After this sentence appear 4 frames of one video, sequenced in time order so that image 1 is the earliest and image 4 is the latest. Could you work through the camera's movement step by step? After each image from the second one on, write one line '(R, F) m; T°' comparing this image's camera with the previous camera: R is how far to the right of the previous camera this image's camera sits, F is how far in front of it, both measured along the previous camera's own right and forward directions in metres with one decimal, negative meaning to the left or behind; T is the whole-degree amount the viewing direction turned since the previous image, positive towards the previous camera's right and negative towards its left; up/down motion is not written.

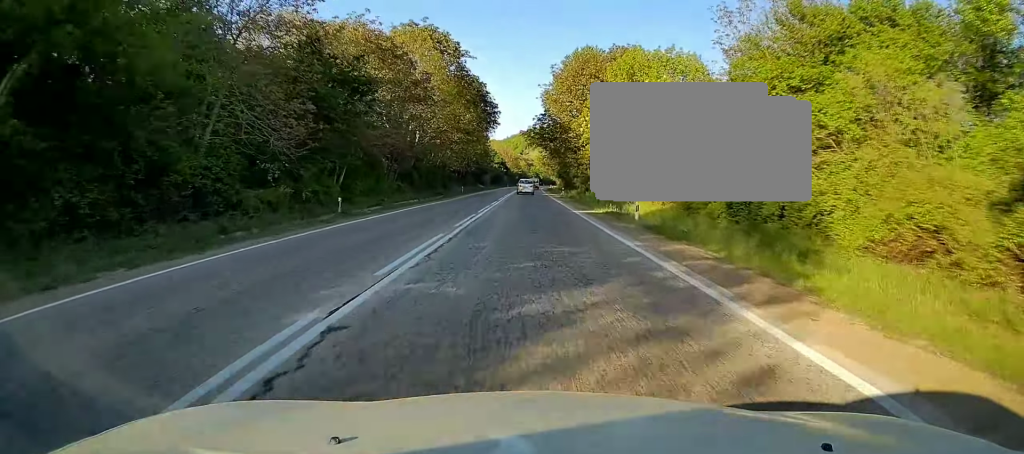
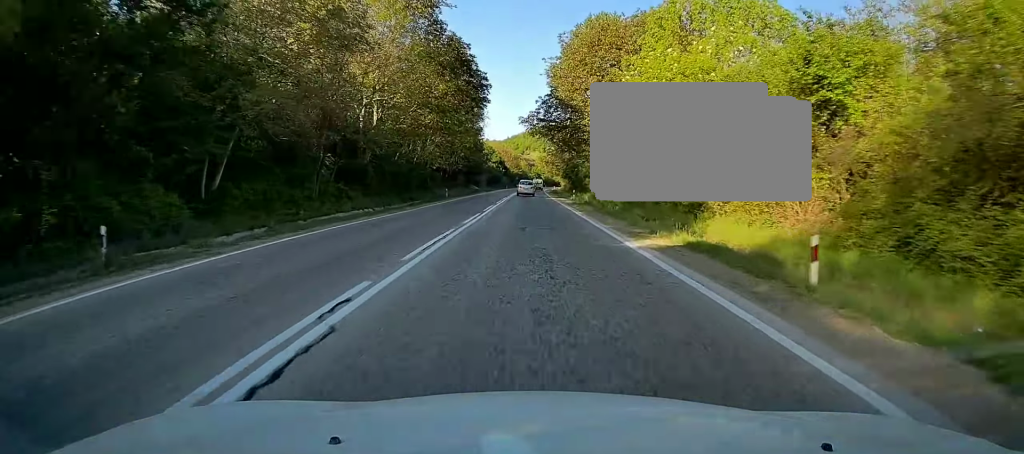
(+0.2, +16.0) m; 0°
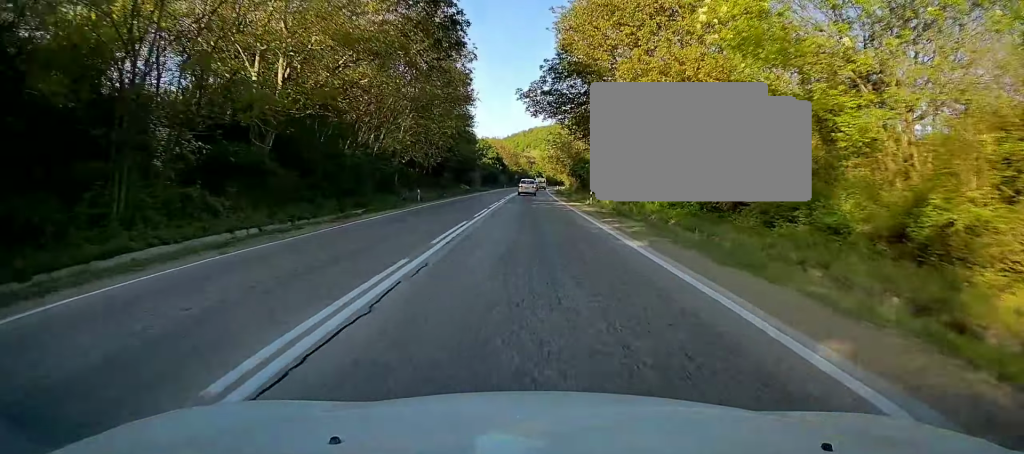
(-0.1, +15.5) m; 0°
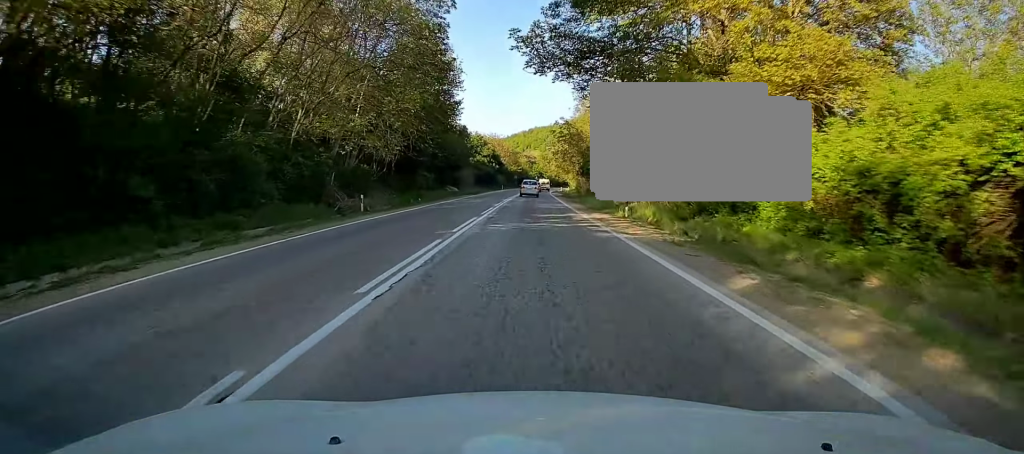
(0.0, +15.4) m; 0°
